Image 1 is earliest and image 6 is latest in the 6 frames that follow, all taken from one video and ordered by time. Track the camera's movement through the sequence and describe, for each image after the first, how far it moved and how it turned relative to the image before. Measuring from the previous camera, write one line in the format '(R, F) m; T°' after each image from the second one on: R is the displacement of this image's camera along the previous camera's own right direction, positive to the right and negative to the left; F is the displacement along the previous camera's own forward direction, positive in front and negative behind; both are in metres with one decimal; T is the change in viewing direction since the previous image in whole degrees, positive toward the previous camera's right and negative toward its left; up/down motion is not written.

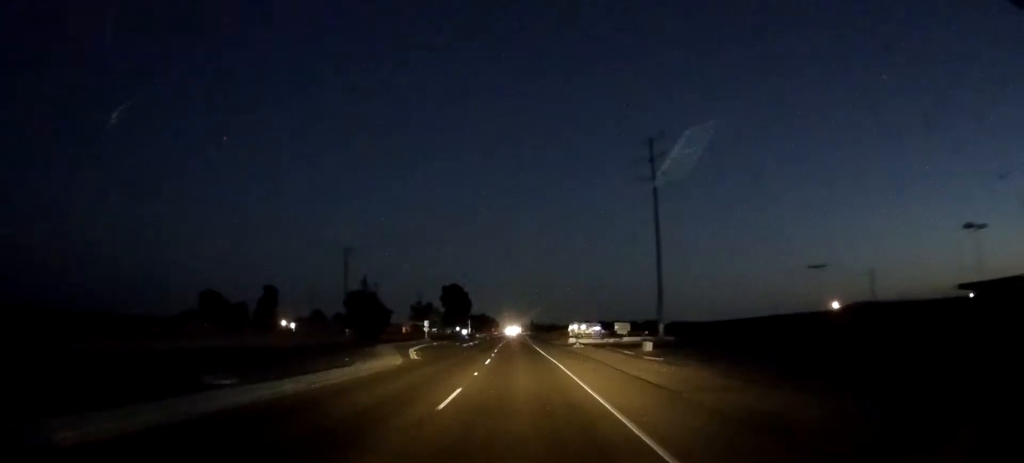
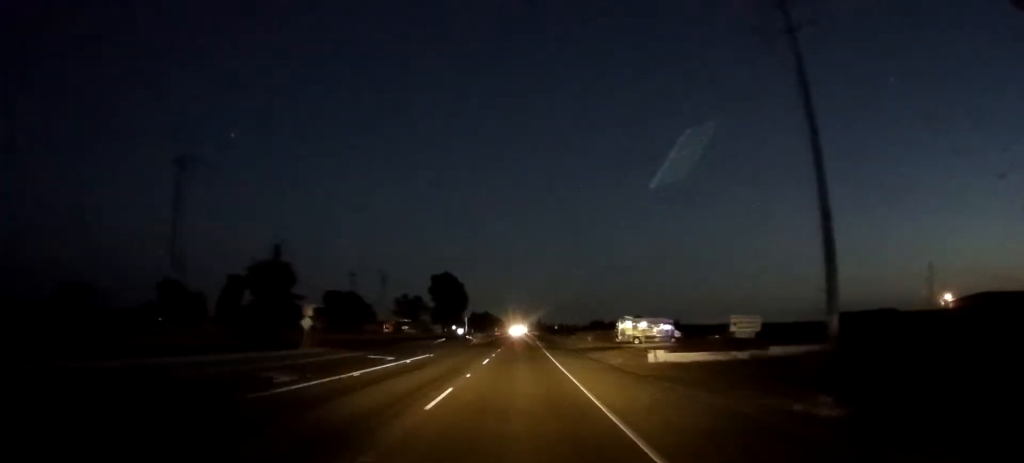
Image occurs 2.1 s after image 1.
(0.0, +44.9) m; +1°
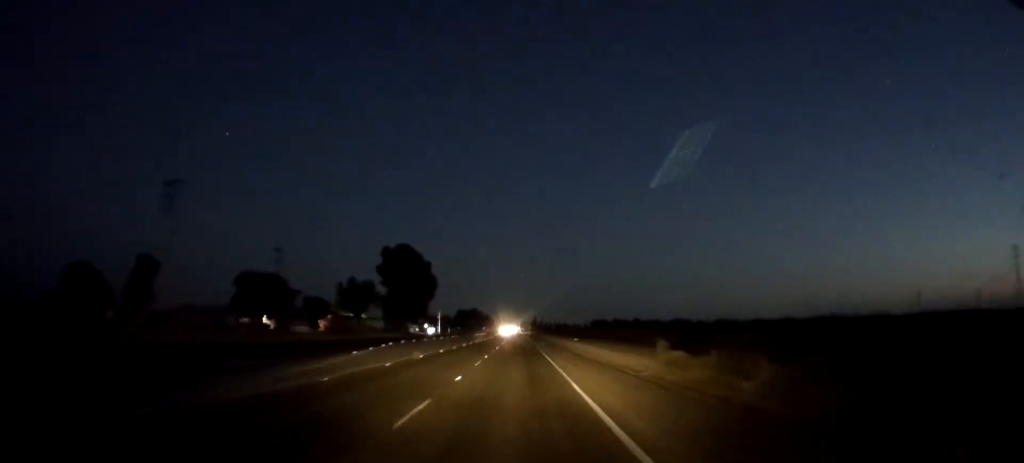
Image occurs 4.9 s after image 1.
(+0.8, +62.0) m; -1°
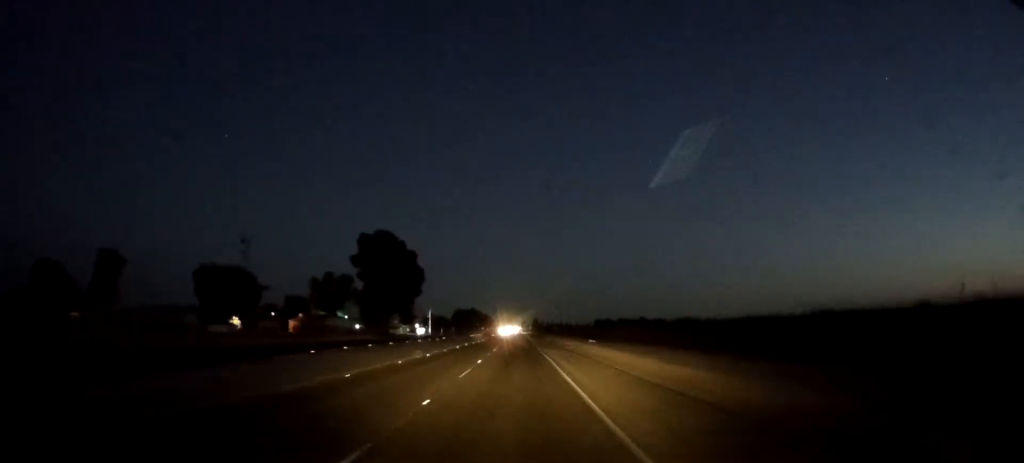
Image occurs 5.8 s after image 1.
(0.0, +20.4) m; 0°
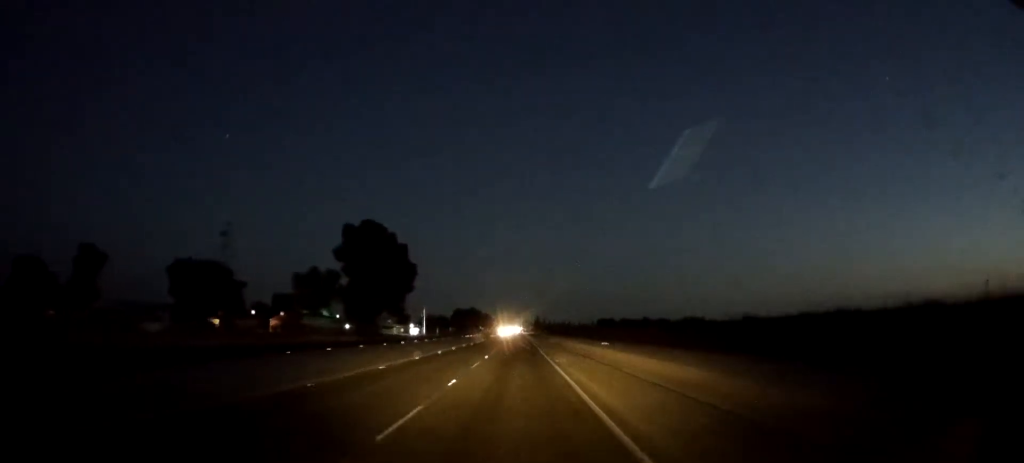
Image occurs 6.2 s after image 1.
(0.0, +10.6) m; 0°
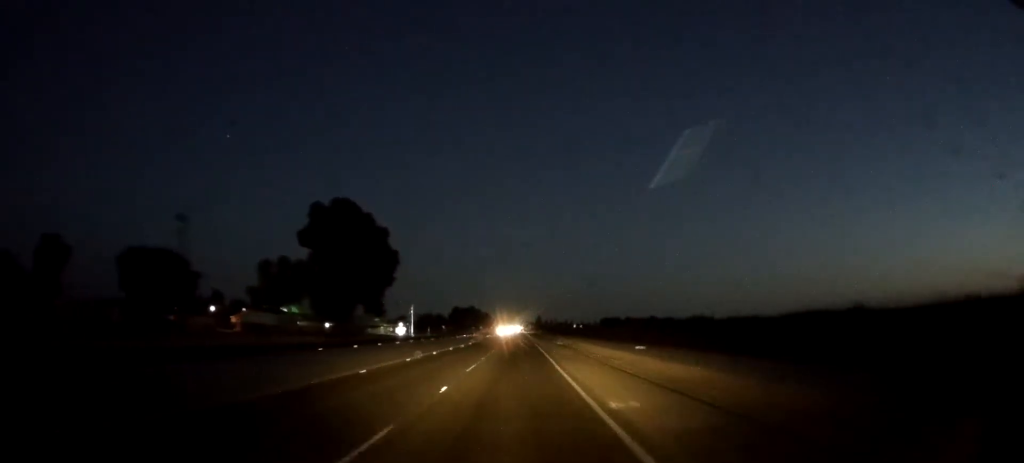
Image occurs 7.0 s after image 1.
(0.0, +17.4) m; 0°
